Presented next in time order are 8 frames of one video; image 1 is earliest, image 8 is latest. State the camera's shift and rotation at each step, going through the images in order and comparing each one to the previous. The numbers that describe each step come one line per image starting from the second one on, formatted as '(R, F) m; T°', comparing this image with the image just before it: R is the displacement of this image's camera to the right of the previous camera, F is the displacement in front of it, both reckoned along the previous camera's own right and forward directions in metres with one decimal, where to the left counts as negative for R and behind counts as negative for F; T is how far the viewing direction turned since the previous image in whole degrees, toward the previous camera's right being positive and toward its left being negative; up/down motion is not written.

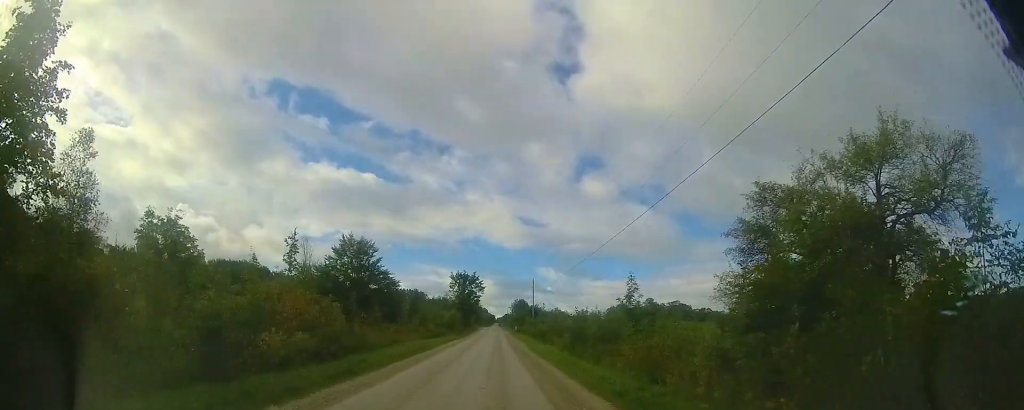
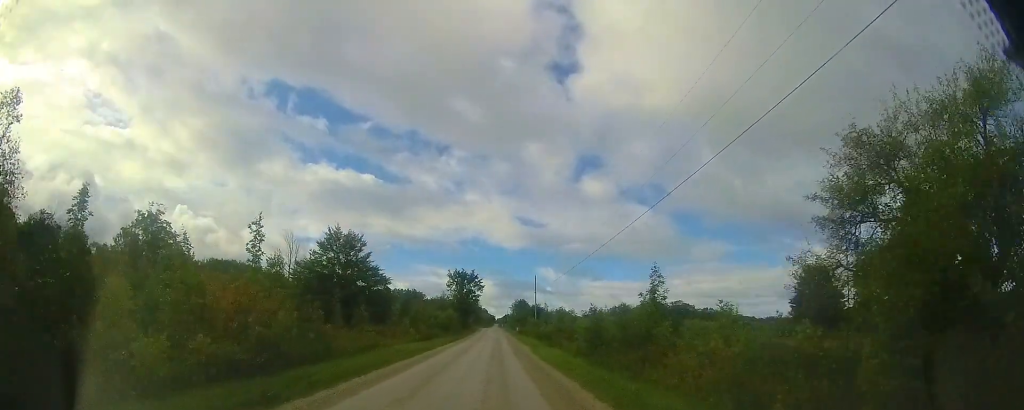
(0.0, +5.9) m; +1°
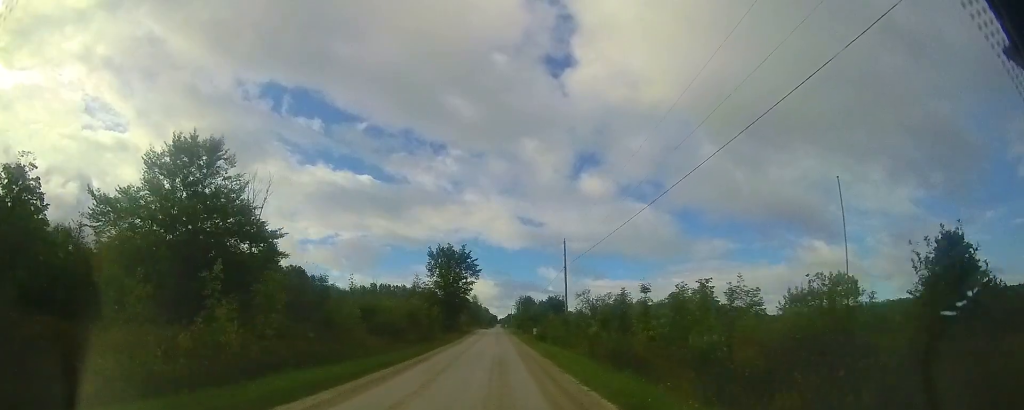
(-0.2, +17.4) m; -3°
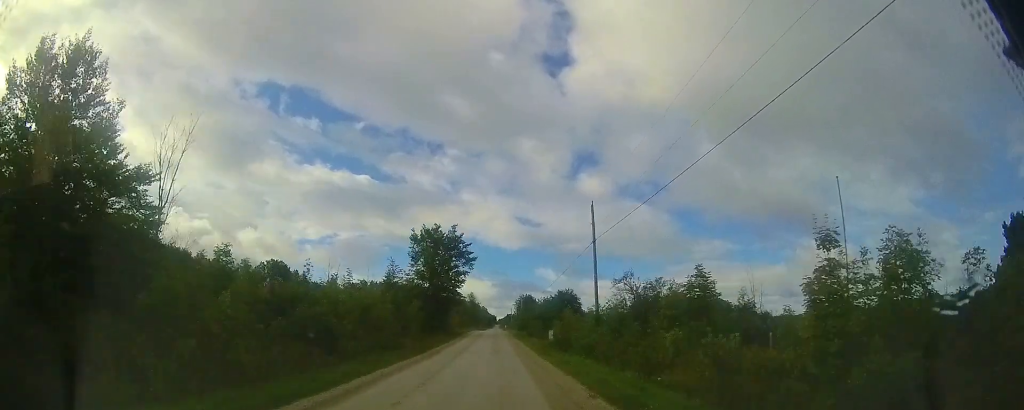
(-0.3, +13.7) m; 0°
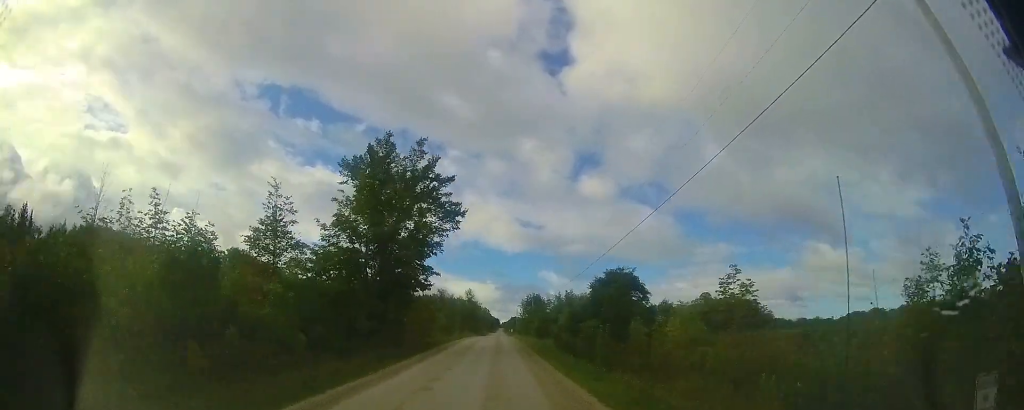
(+0.3, +11.4) m; +1°
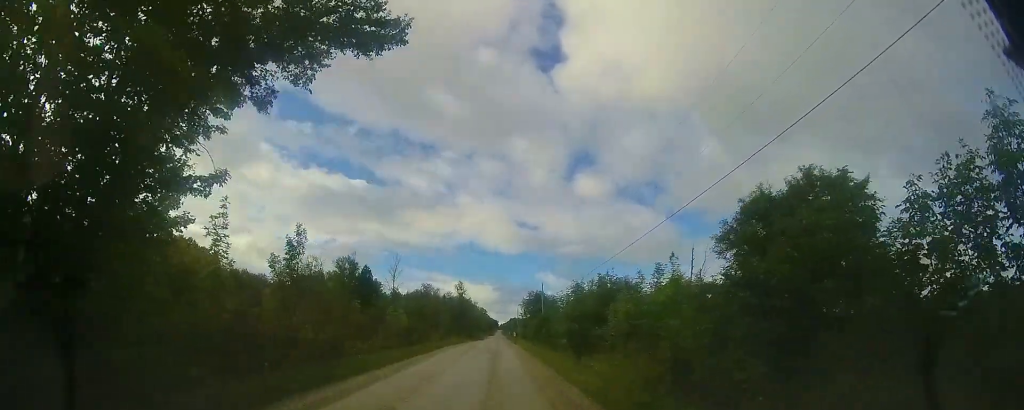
(-0.2, +21.7) m; 0°
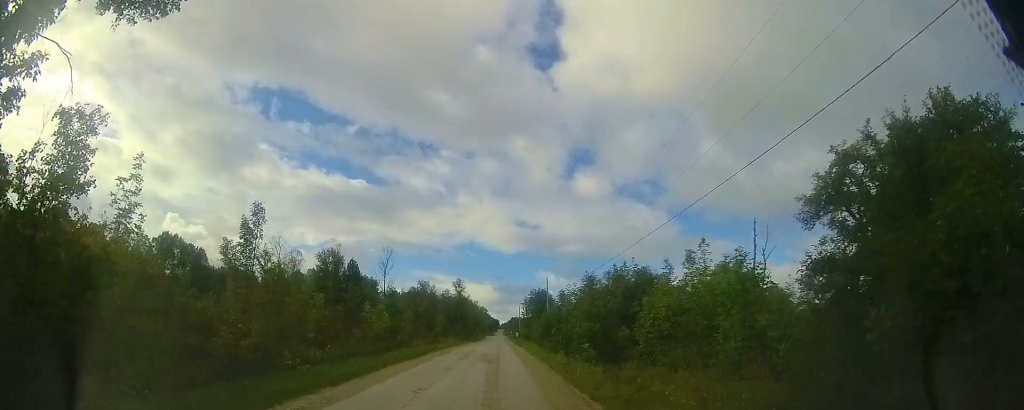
(+0.2, +5.5) m; -1°
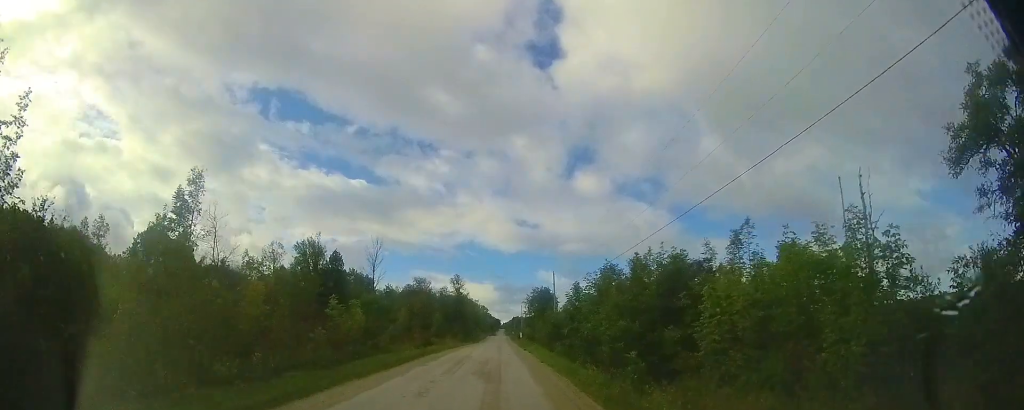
(0.0, +5.9) m; -1°
